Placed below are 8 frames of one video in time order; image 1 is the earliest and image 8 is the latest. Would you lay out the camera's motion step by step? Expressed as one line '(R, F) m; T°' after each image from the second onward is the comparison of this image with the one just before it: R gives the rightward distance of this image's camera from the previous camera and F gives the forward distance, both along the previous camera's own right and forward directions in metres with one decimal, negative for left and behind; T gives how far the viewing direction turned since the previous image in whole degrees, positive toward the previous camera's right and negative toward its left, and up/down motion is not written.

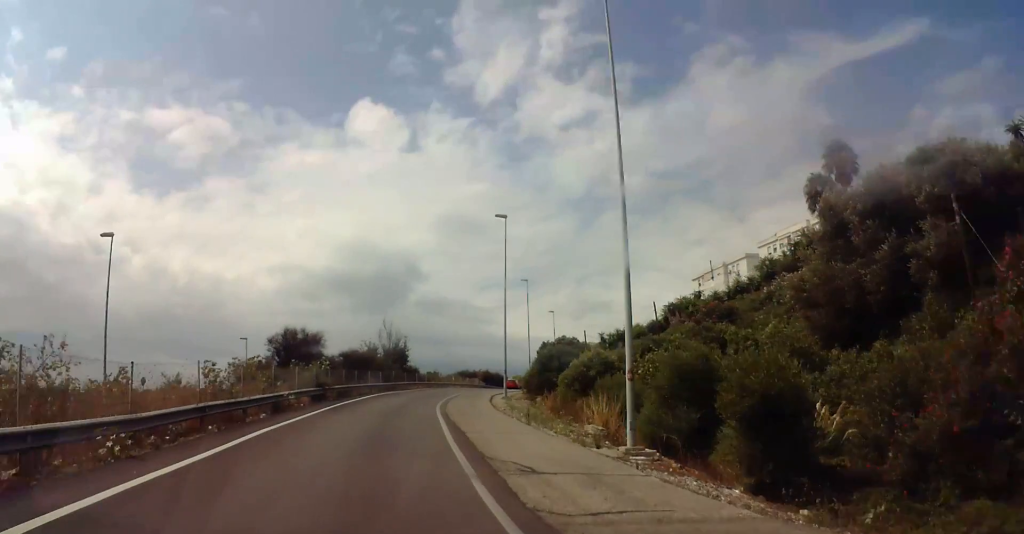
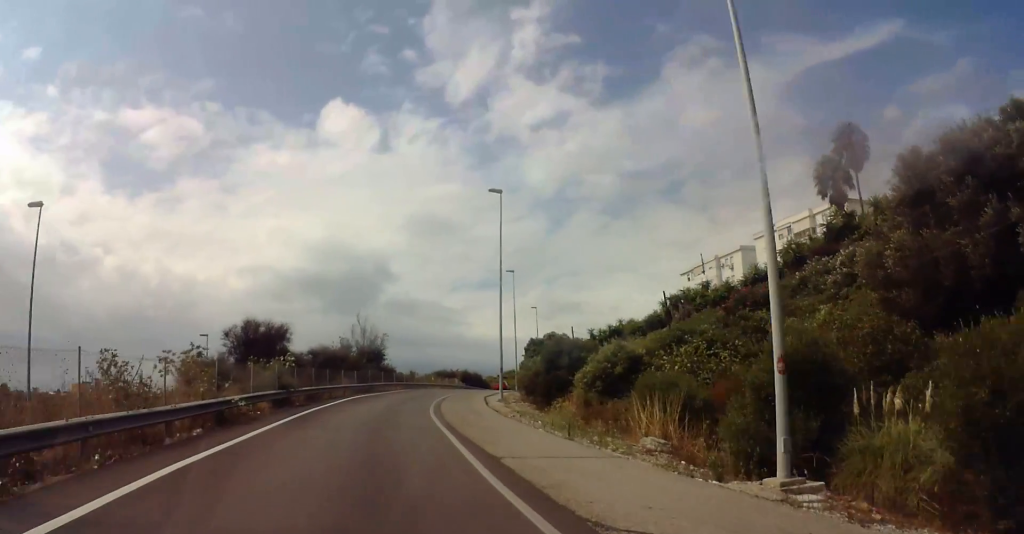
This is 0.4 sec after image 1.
(+0.6, +6.0) m; +3°
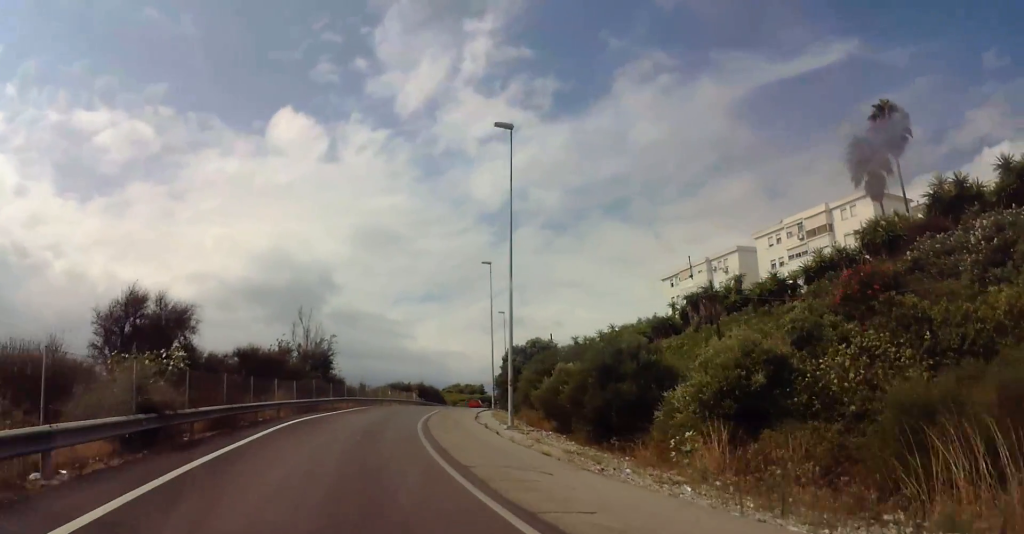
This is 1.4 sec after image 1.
(+0.6, +13.1) m; +4°
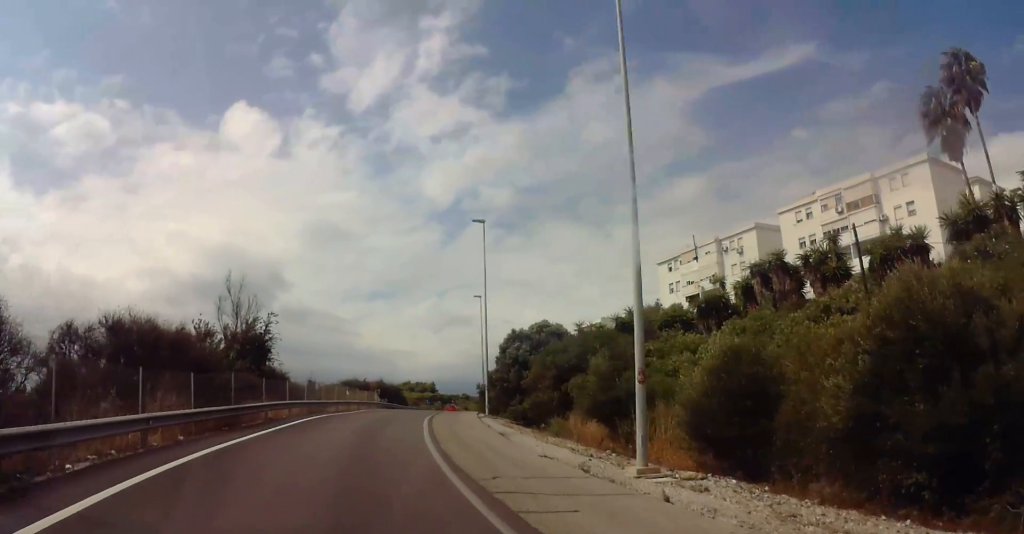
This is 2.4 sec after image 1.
(+0.3, +14.2) m; +4°
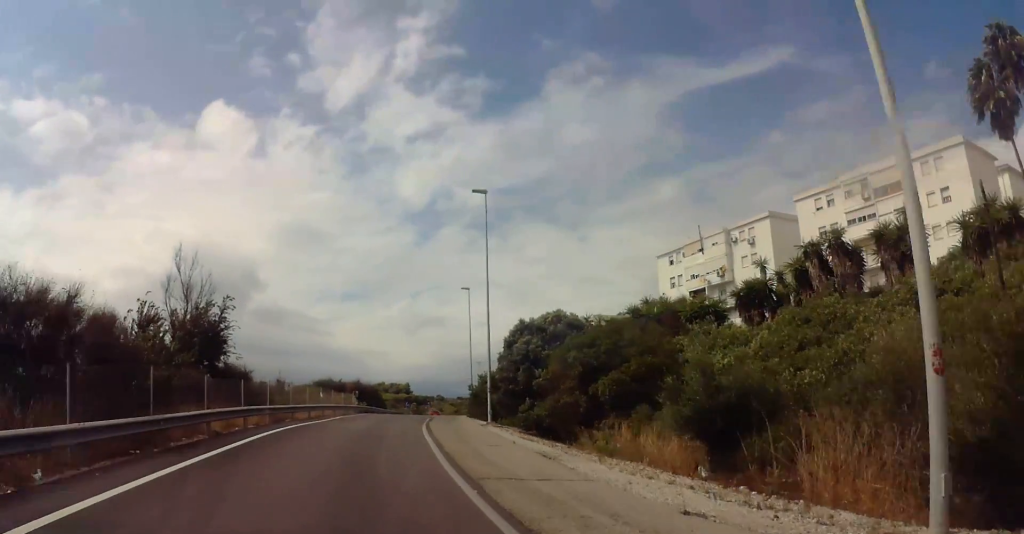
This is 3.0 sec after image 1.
(+0.1, +7.1) m; +3°
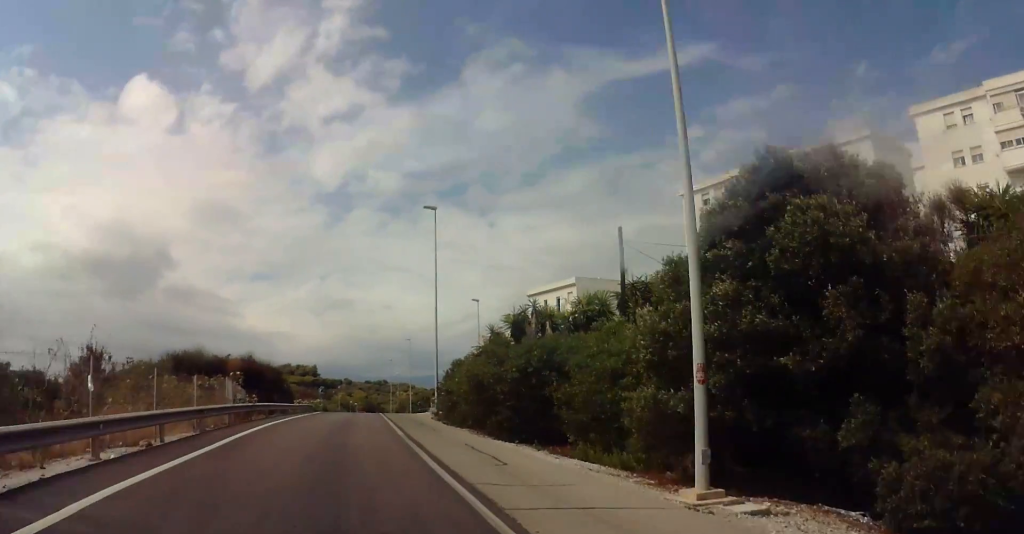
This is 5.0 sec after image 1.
(+1.5, +27.0) m; +4°
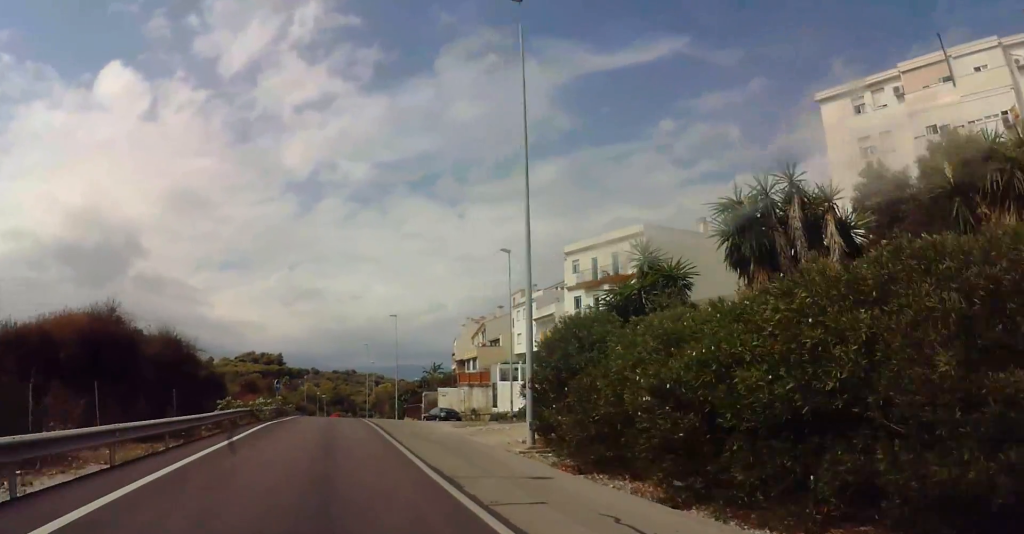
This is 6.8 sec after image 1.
(+1.4, +22.4) m; +7°
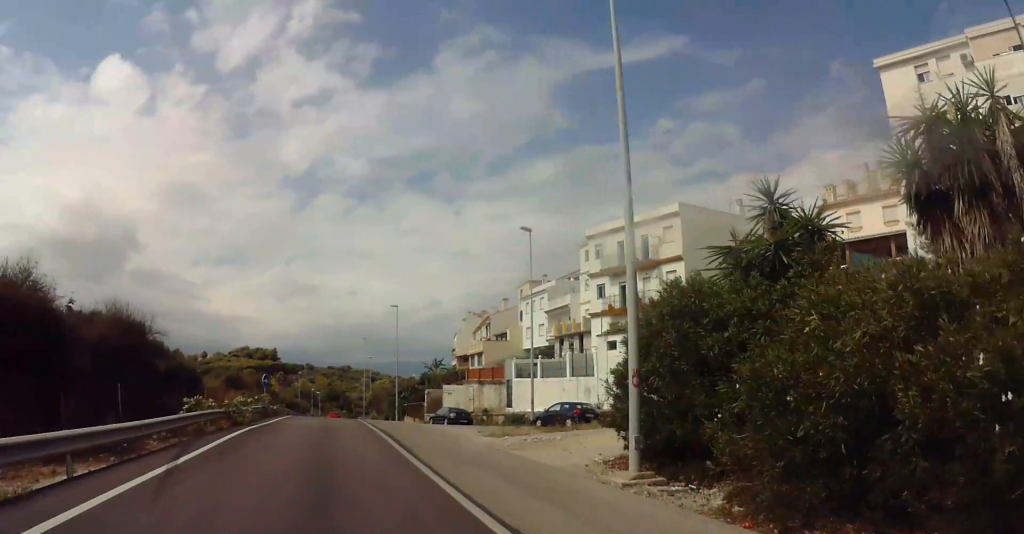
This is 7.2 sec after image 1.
(0.0, +6.1) m; 0°
